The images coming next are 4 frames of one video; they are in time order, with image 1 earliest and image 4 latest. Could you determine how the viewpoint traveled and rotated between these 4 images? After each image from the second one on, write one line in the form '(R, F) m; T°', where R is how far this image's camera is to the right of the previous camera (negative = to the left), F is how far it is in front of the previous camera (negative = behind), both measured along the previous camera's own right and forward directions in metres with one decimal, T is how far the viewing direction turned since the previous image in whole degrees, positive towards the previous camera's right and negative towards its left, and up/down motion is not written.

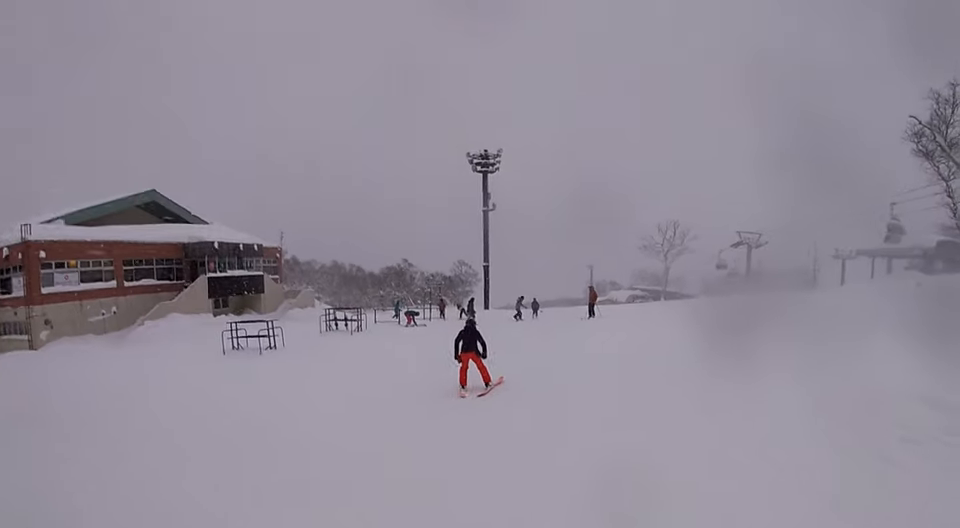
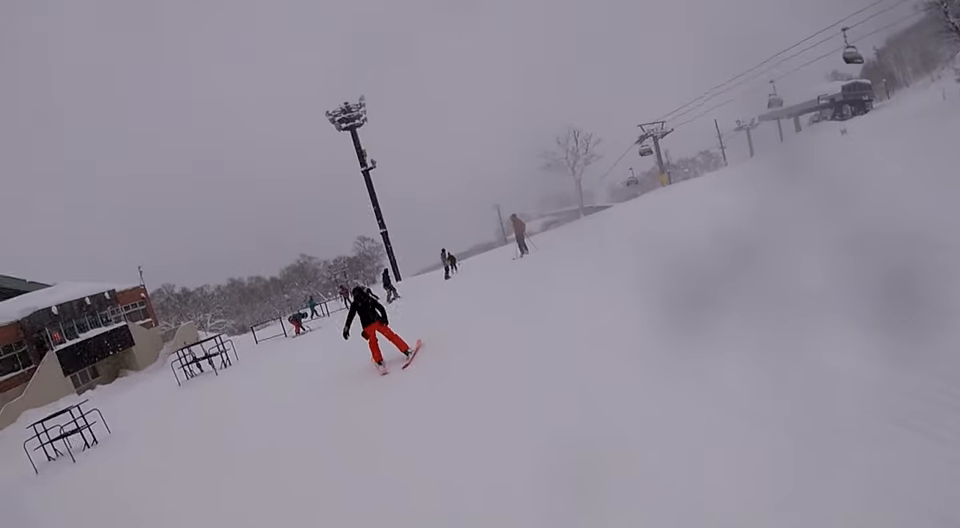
(+1.3, +5.2) m; +22°
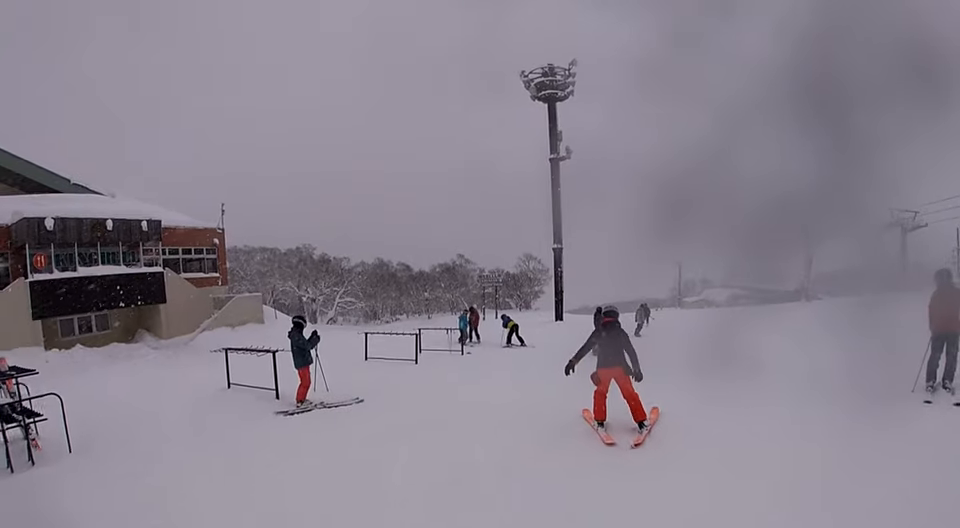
(-5.8, +9.0) m; -50°
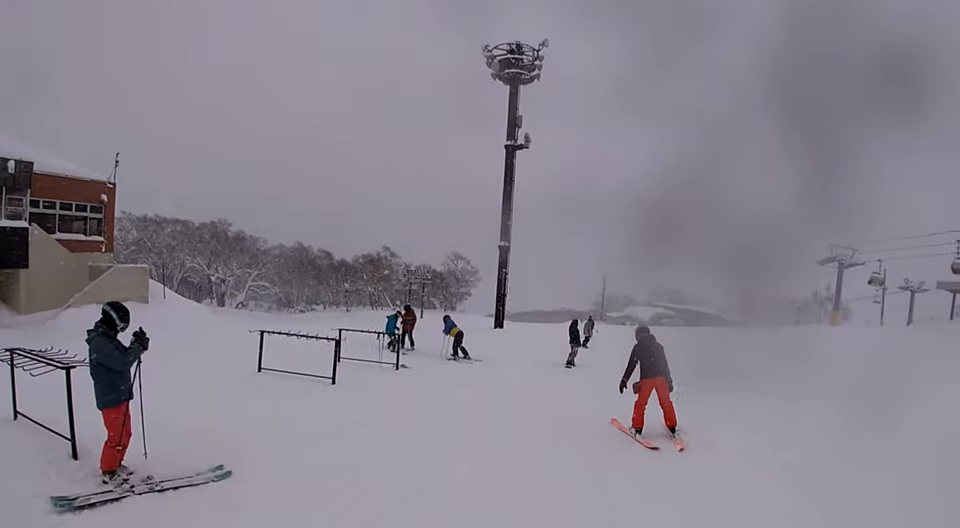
(+1.5, +3.6) m; +24°
